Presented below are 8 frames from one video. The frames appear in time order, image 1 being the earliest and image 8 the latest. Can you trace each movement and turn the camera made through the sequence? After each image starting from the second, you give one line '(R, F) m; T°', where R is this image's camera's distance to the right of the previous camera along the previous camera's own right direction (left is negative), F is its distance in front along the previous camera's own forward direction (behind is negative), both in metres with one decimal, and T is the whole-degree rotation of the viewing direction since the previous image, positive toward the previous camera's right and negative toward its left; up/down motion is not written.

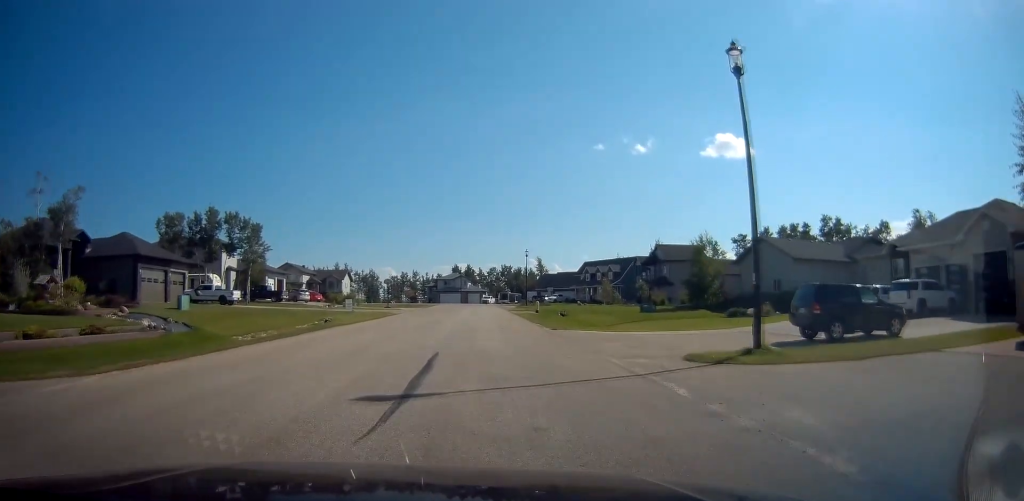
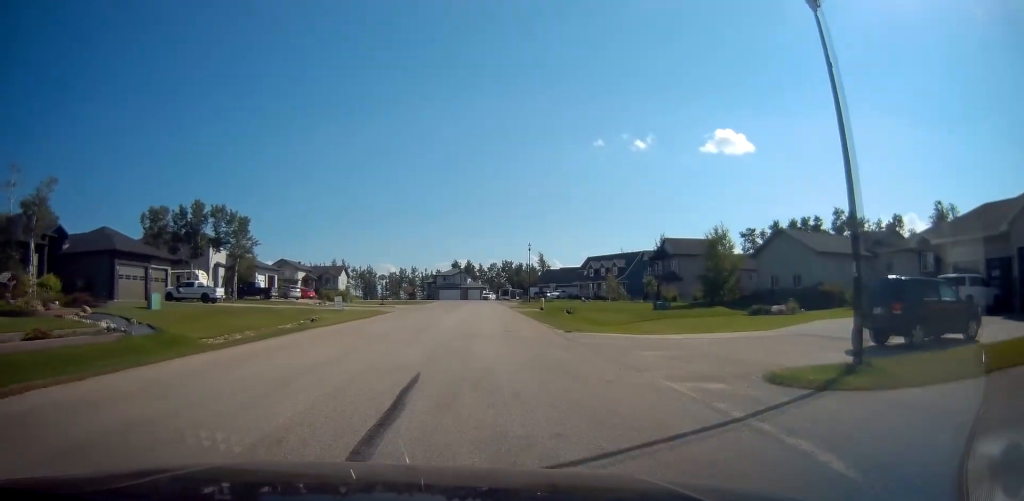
(0.0, +3.8) m; 0°
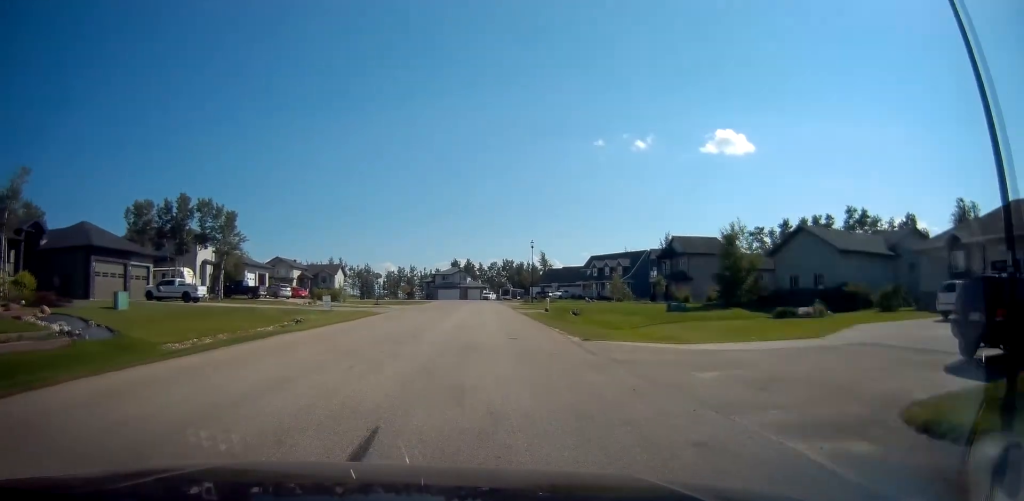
(0.0, +3.6) m; 0°
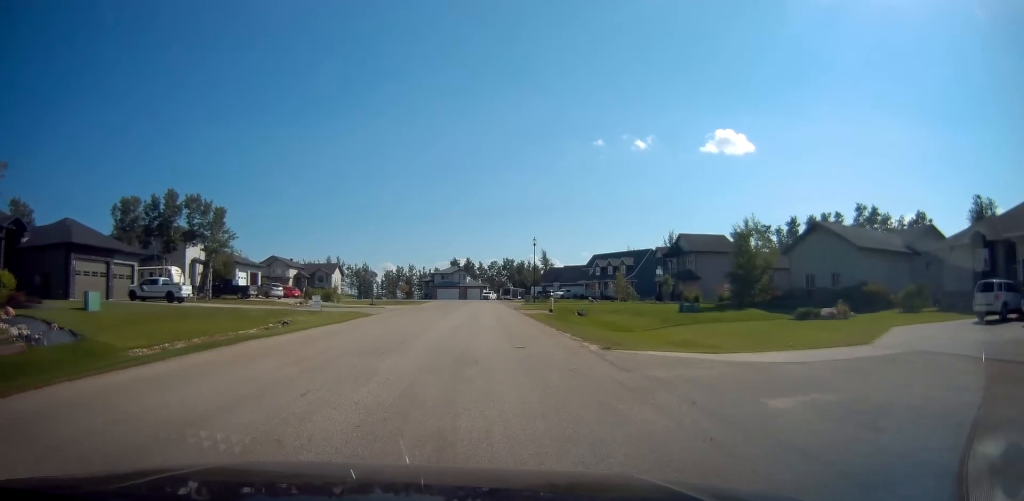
(0.0, +2.8) m; 0°
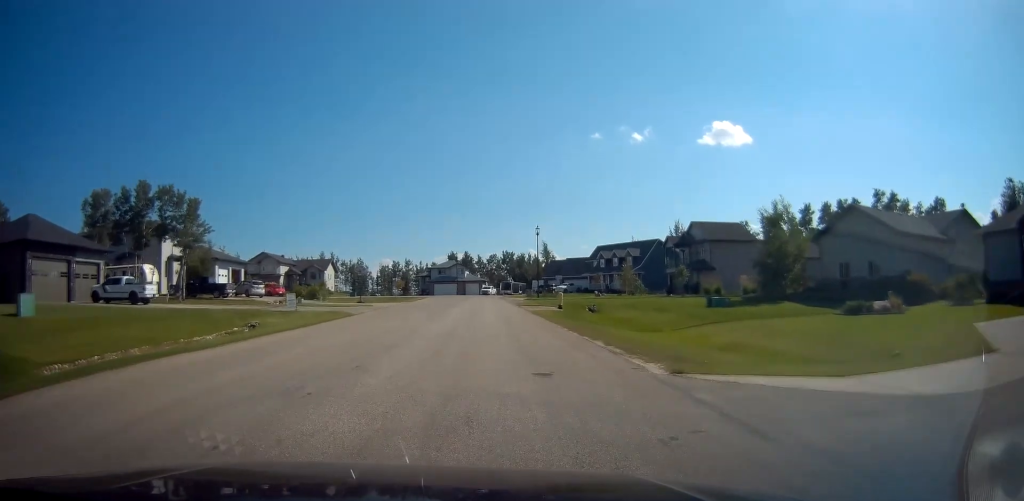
(0.0, +5.3) m; 0°
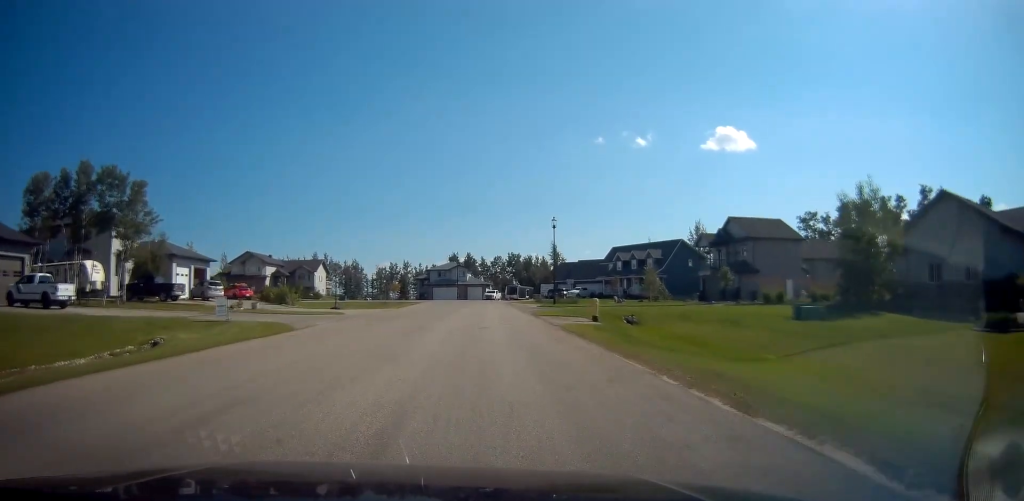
(0.0, +10.4) m; 0°
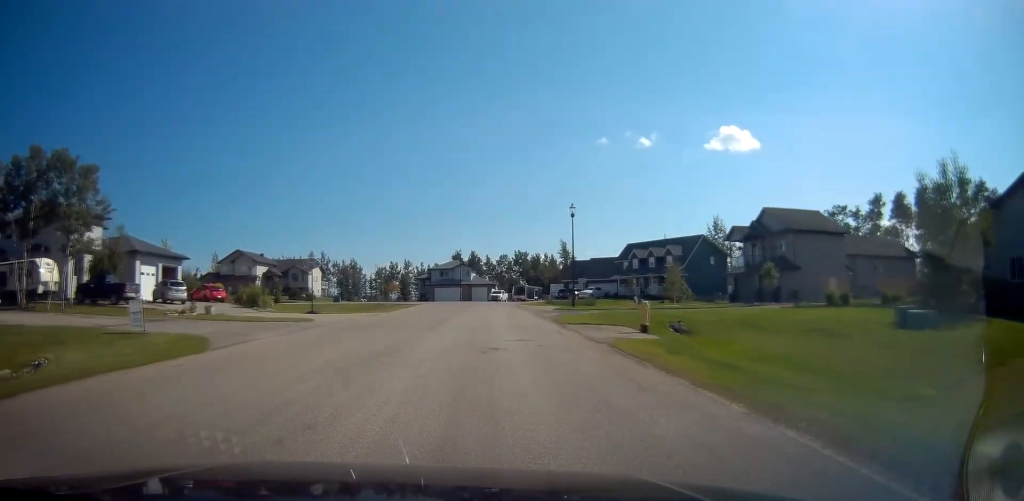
(0.0, +7.4) m; 0°
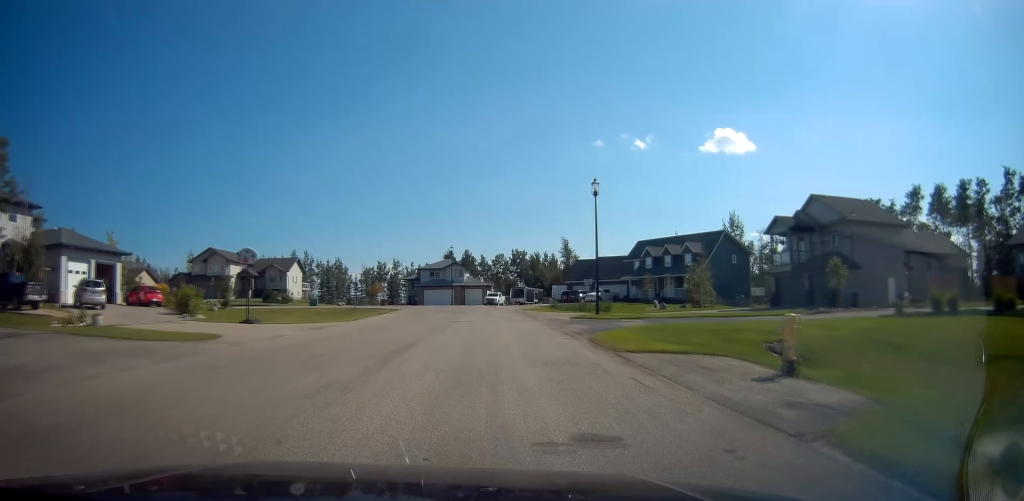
(0.0, +9.8) m; 0°
